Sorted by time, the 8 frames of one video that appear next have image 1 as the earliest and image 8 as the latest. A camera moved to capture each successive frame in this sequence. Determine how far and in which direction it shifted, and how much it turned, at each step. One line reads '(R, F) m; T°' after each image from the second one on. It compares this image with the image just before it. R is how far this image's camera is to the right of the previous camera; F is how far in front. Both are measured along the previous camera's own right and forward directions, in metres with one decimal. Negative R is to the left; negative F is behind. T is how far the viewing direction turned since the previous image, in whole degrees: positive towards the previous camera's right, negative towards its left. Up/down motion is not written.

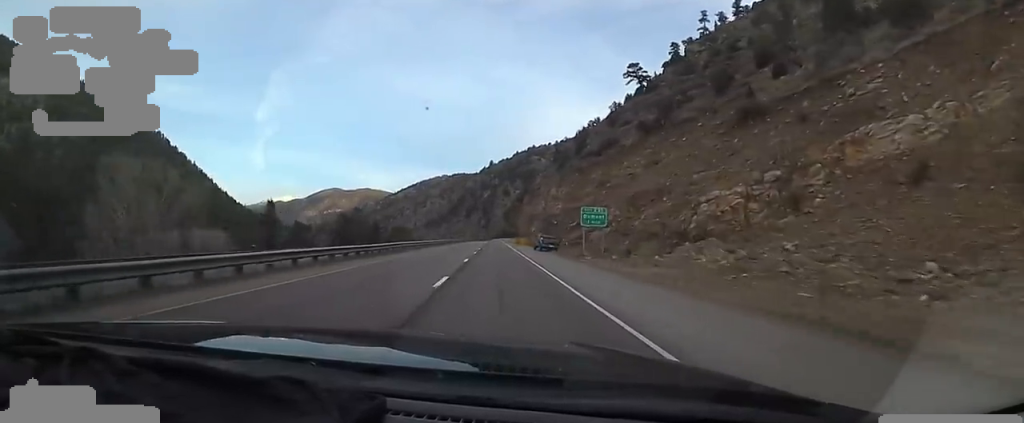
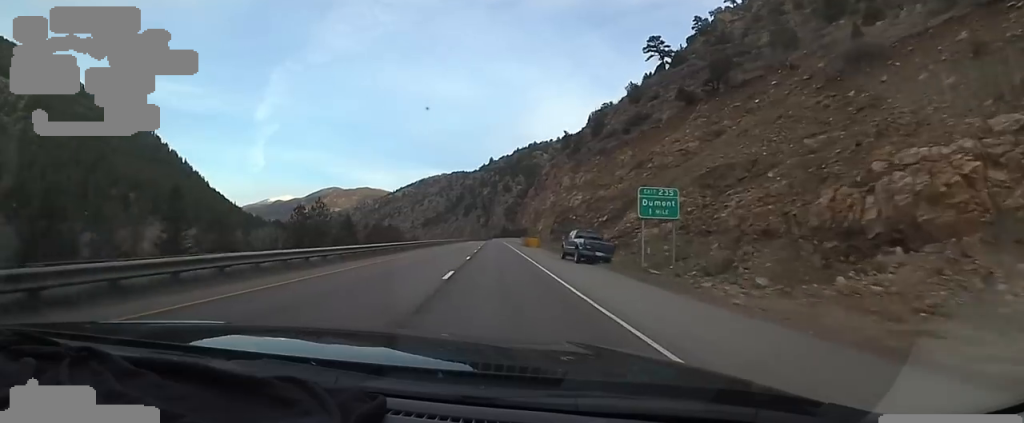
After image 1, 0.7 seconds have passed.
(0.0, +22.1) m; +1°
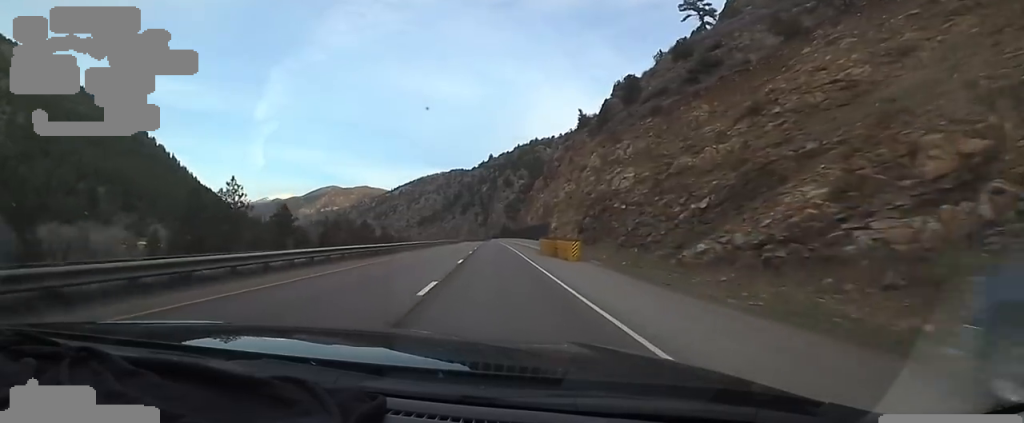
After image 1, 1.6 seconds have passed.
(+0.2, +28.3) m; +1°
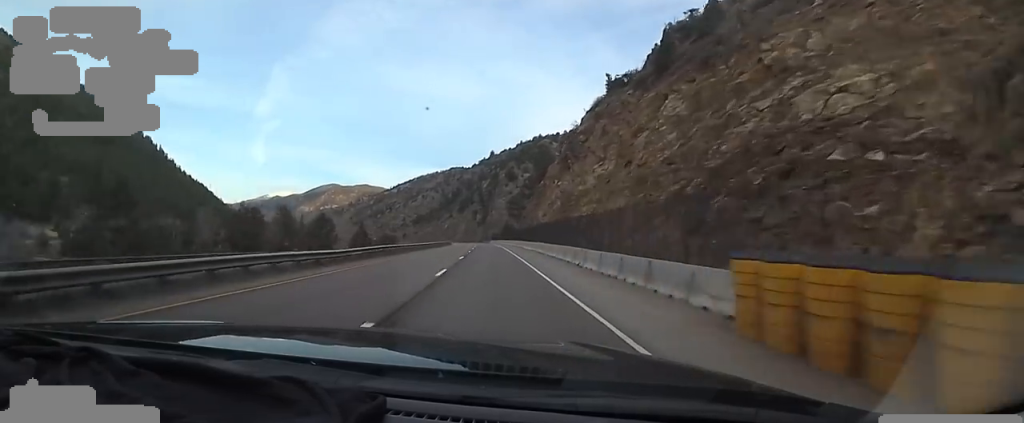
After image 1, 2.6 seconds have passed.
(+0.2, +31.3) m; -1°
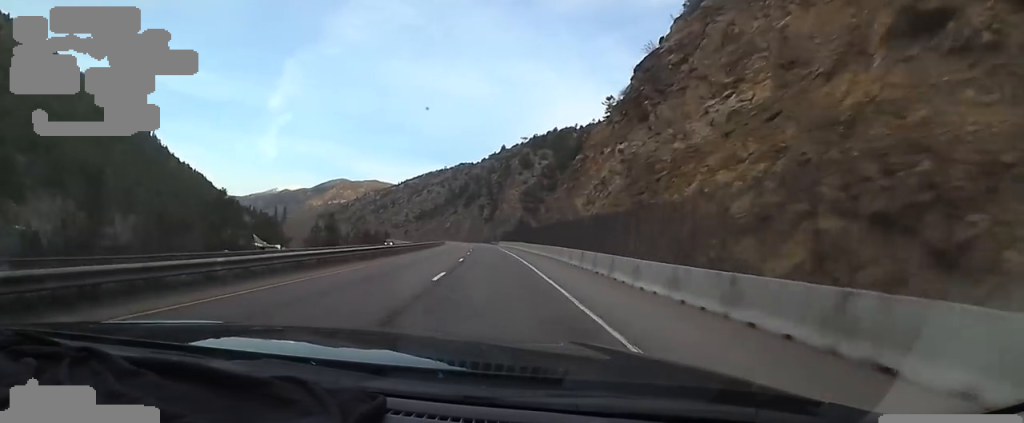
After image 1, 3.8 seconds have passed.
(-1.5, +38.5) m; -2°
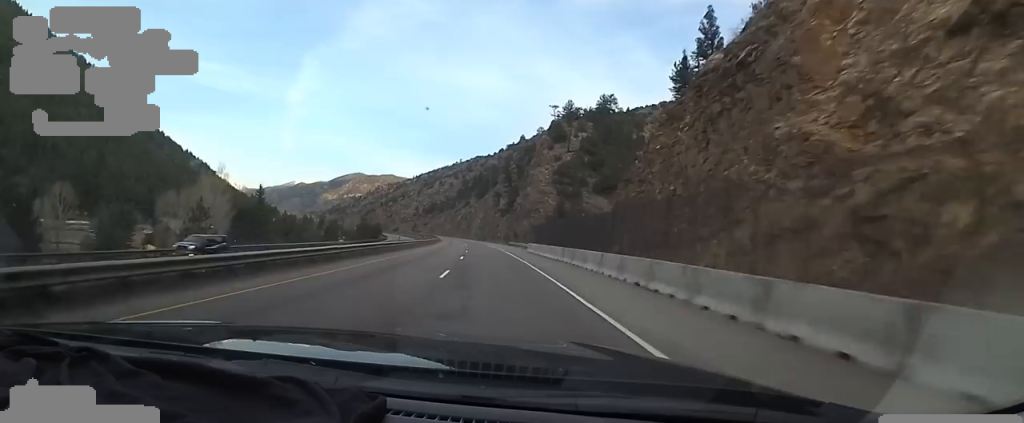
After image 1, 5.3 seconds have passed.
(+0.5, +47.1) m; -1°
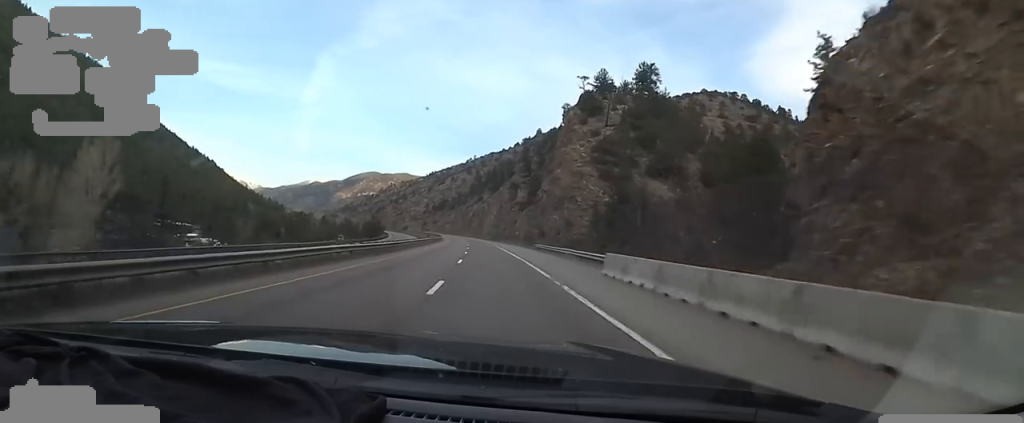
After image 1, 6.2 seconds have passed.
(-1.6, +28.3) m; -2°
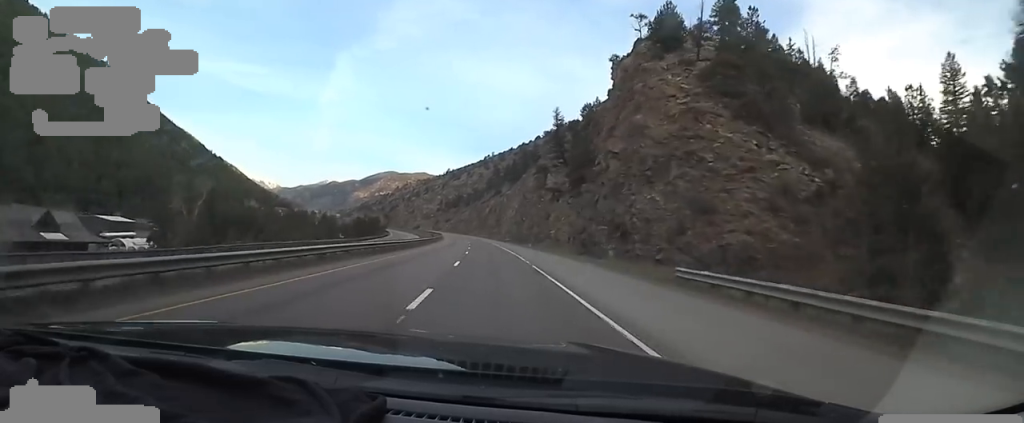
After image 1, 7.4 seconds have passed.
(-0.1, +37.6) m; -3°
